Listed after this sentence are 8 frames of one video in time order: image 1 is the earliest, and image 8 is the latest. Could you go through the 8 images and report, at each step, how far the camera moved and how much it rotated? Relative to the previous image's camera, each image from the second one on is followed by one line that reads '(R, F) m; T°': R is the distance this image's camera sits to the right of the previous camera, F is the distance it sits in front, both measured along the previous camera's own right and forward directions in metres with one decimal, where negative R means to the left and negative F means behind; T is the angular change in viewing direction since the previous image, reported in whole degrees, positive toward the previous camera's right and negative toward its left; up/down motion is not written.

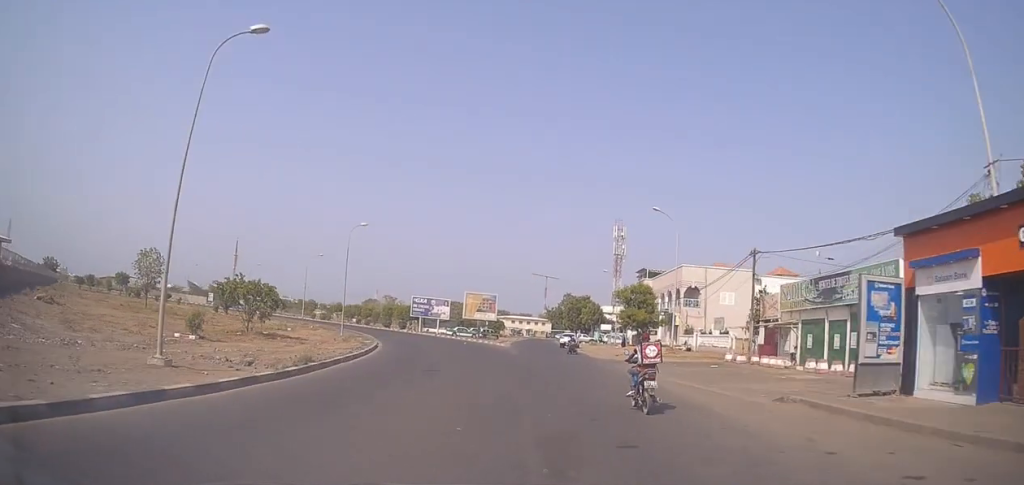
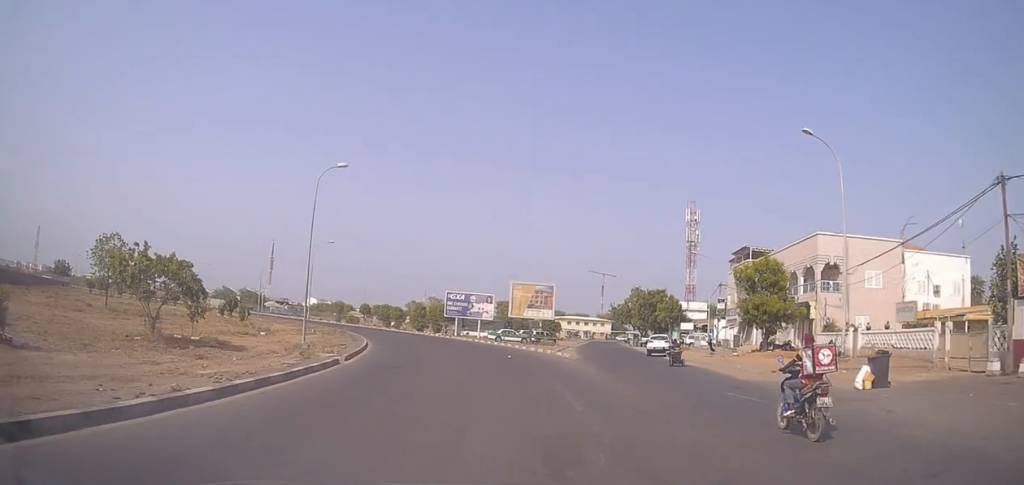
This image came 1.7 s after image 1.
(-0.9, +18.8) m; -6°
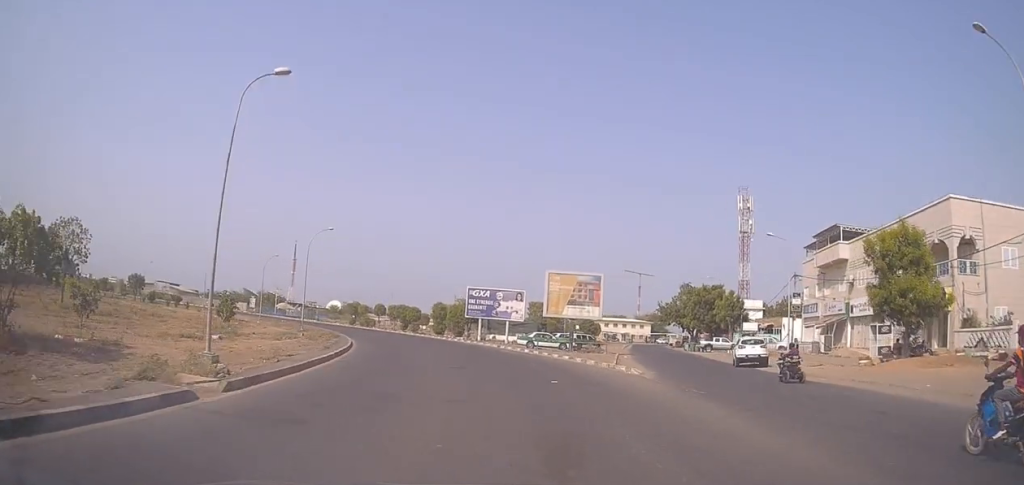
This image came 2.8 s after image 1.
(-0.2, +11.8) m; 0°
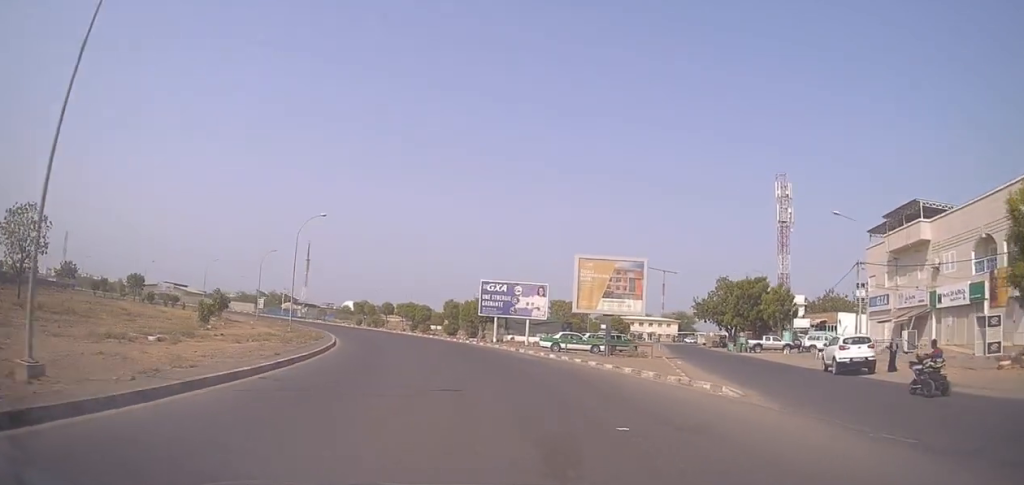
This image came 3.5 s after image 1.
(+0.1, +8.4) m; -3°
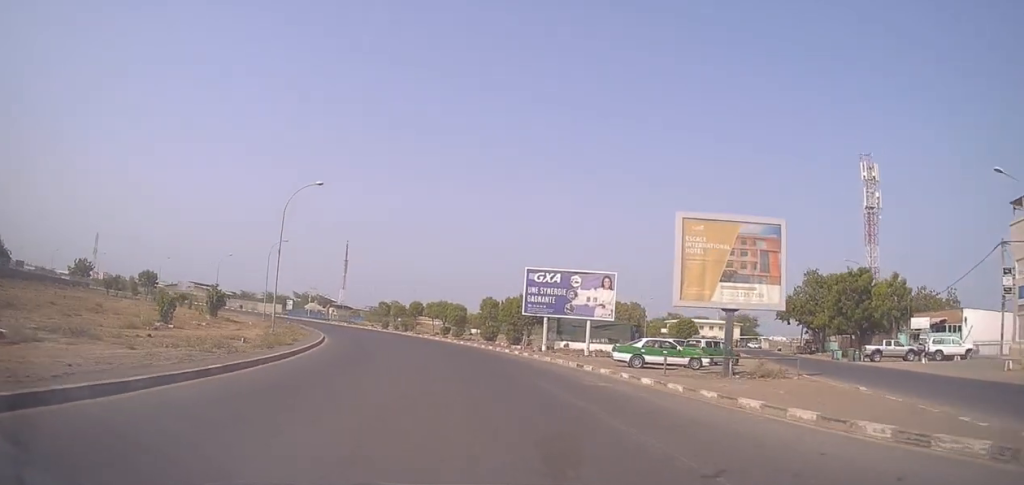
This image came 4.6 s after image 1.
(-0.9, +13.4) m; -7°
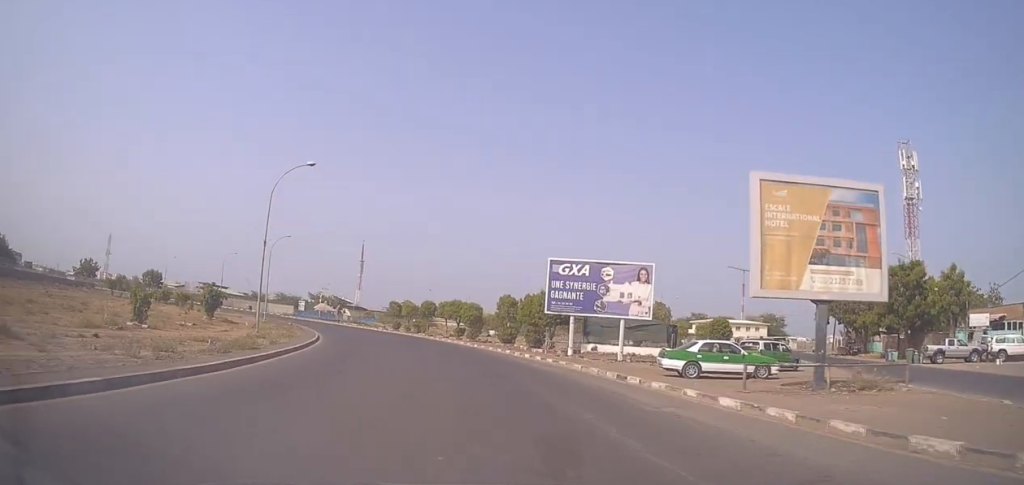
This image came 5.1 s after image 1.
(-0.1, +5.6) m; -2°
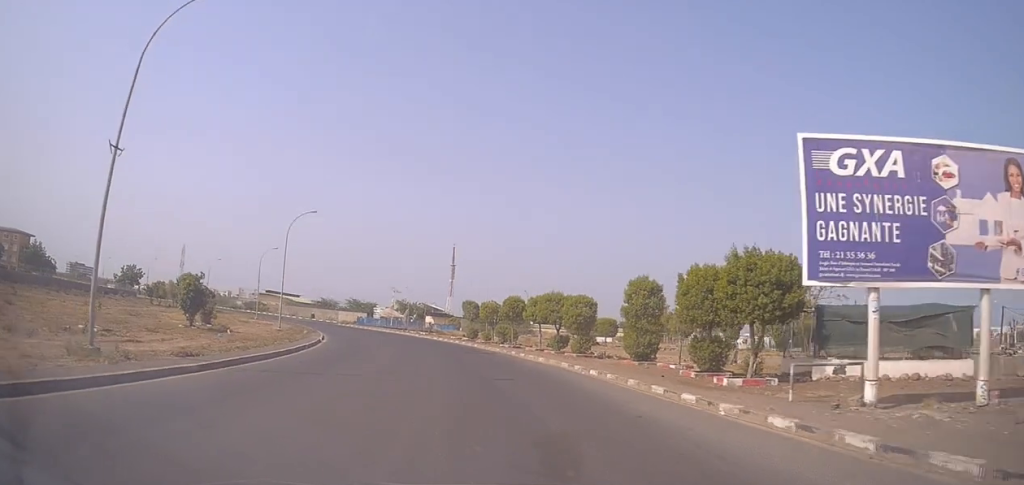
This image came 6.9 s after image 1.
(-1.5, +22.7) m; -8°
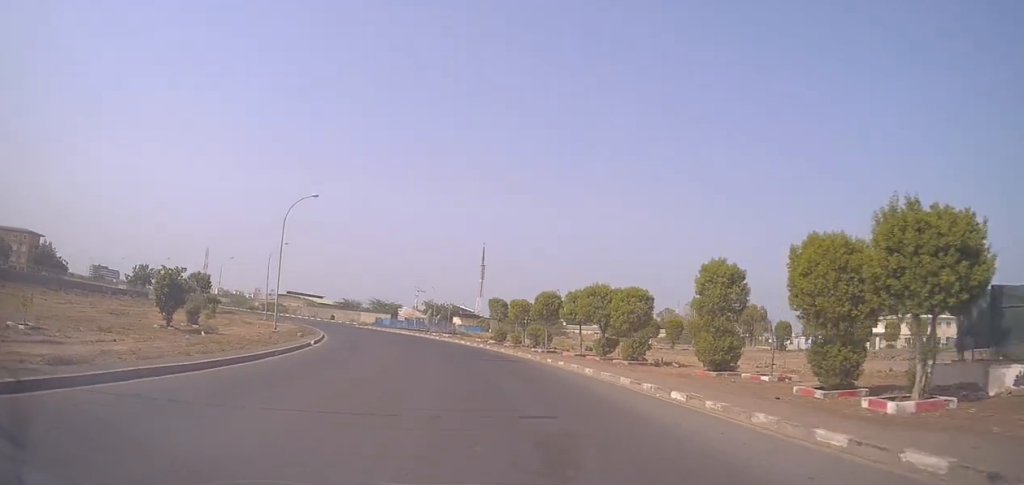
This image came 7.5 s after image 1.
(-0.1, +7.6) m; -2°
